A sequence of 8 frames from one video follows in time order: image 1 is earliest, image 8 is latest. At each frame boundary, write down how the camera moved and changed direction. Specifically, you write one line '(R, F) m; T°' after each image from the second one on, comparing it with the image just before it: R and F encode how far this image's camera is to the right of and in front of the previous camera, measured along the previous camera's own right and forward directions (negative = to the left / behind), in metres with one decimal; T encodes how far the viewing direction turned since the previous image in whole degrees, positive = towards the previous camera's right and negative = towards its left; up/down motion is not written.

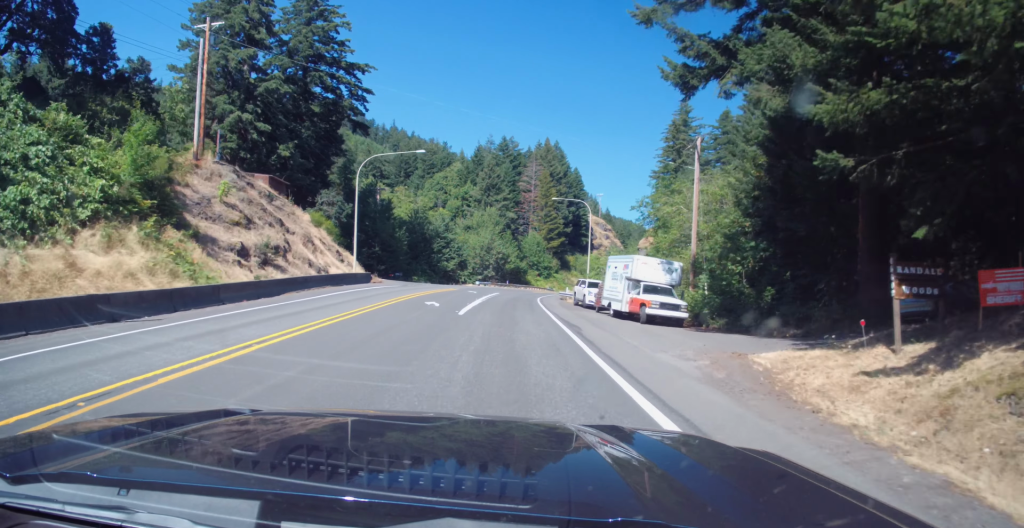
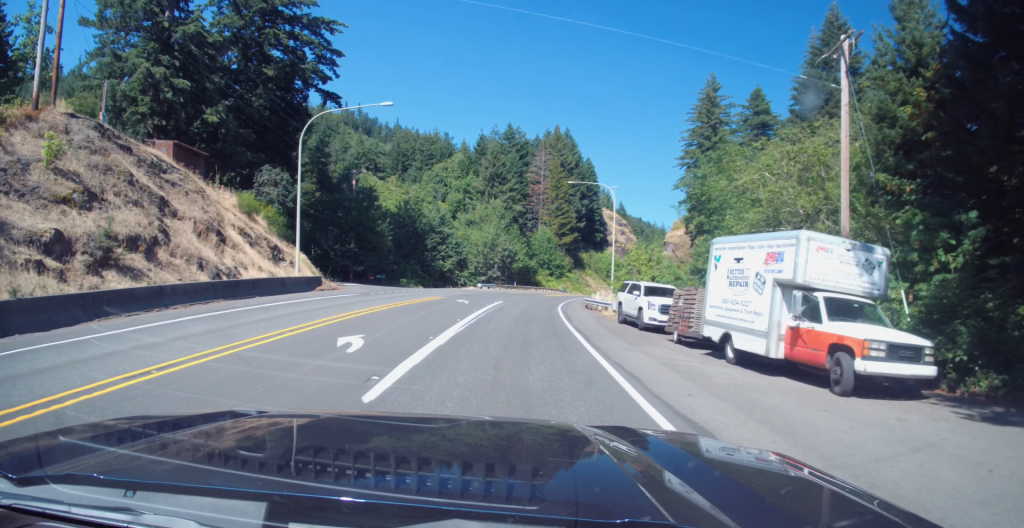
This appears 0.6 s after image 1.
(0.0, +15.6) m; 0°
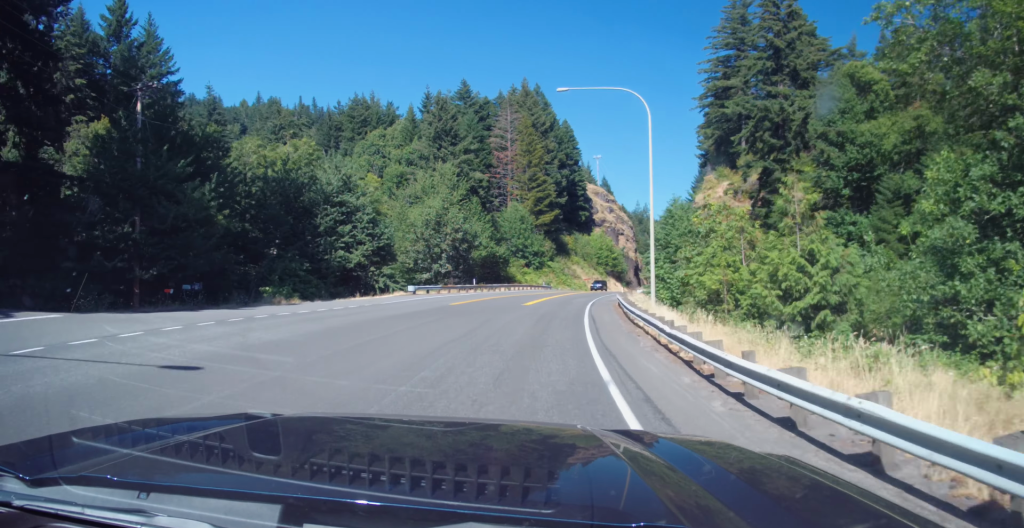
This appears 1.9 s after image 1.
(0.0, +35.8) m; 0°
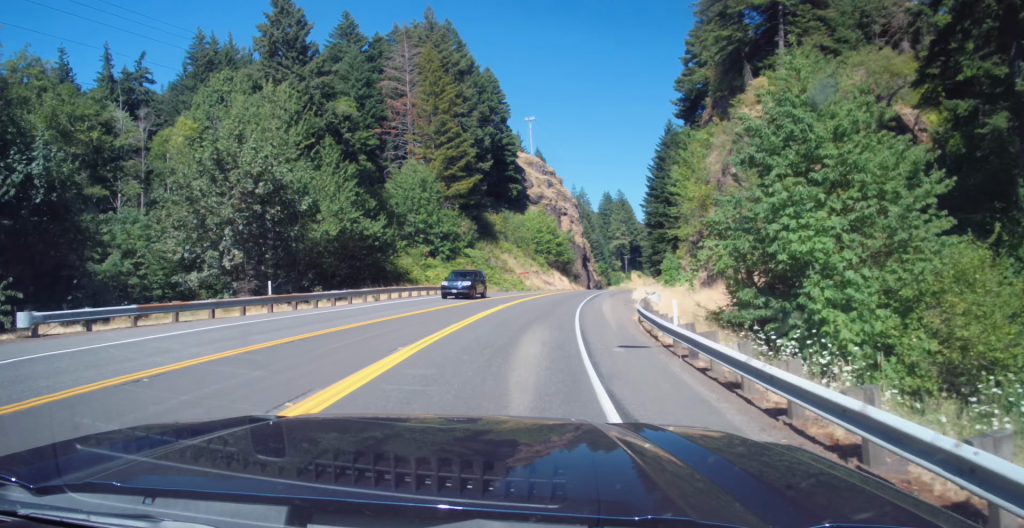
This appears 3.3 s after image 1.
(0.0, +36.2) m; 0°
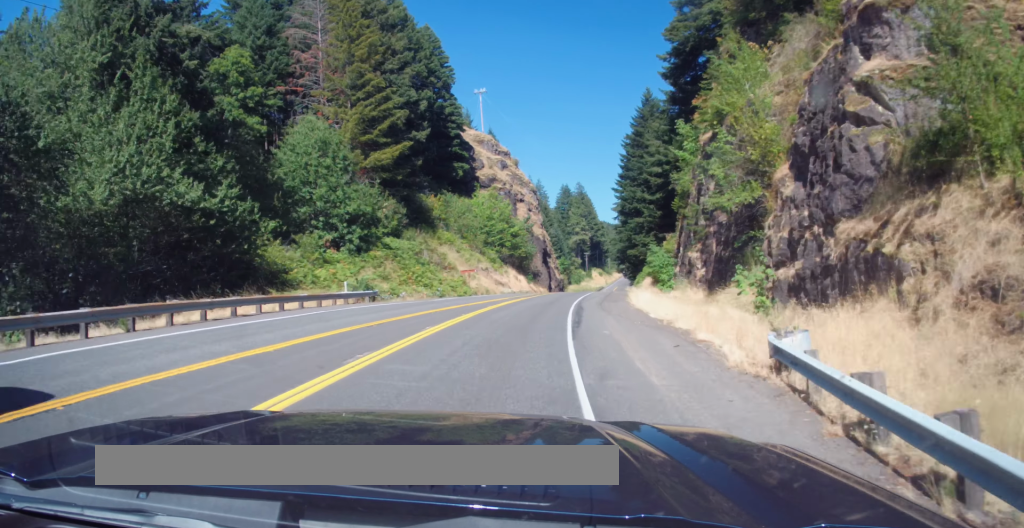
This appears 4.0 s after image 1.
(0.0, +20.6) m; 0°
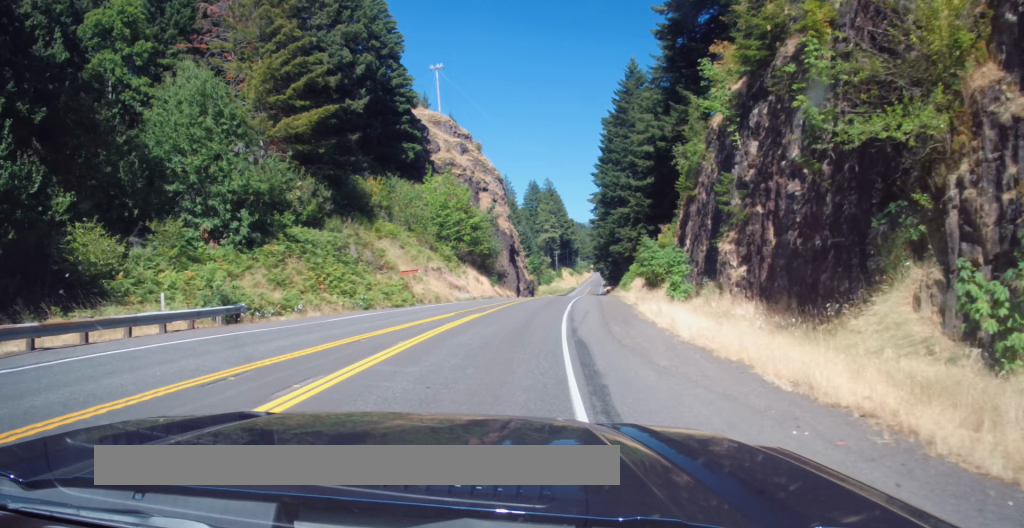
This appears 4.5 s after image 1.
(0.0, +14.2) m; +1°
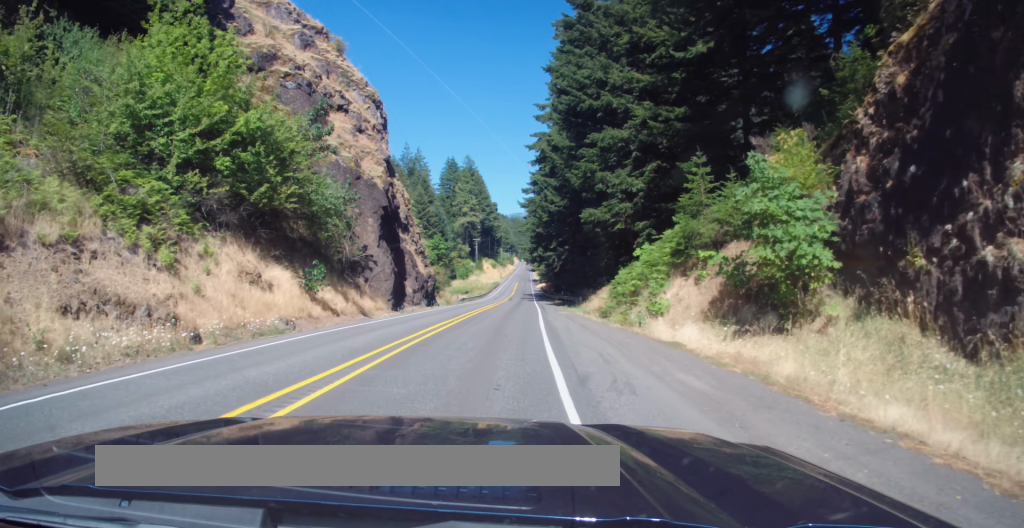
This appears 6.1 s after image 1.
(+2.6, +41.6) m; +8°
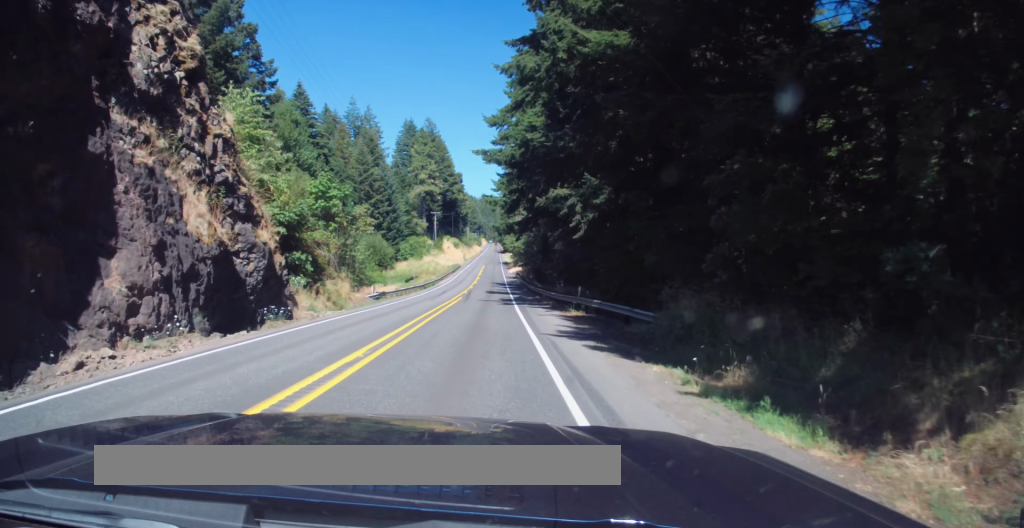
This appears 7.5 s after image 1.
(+1.7, +38.5) m; +3°
